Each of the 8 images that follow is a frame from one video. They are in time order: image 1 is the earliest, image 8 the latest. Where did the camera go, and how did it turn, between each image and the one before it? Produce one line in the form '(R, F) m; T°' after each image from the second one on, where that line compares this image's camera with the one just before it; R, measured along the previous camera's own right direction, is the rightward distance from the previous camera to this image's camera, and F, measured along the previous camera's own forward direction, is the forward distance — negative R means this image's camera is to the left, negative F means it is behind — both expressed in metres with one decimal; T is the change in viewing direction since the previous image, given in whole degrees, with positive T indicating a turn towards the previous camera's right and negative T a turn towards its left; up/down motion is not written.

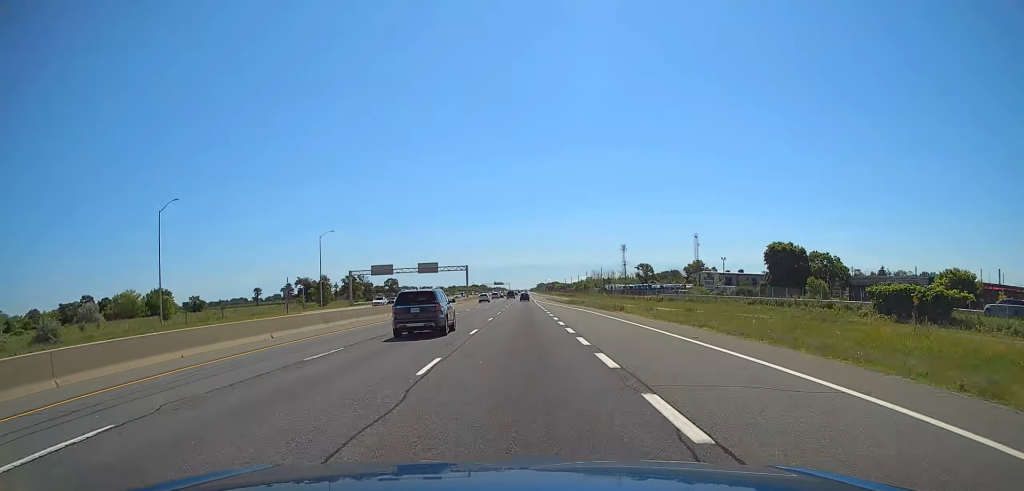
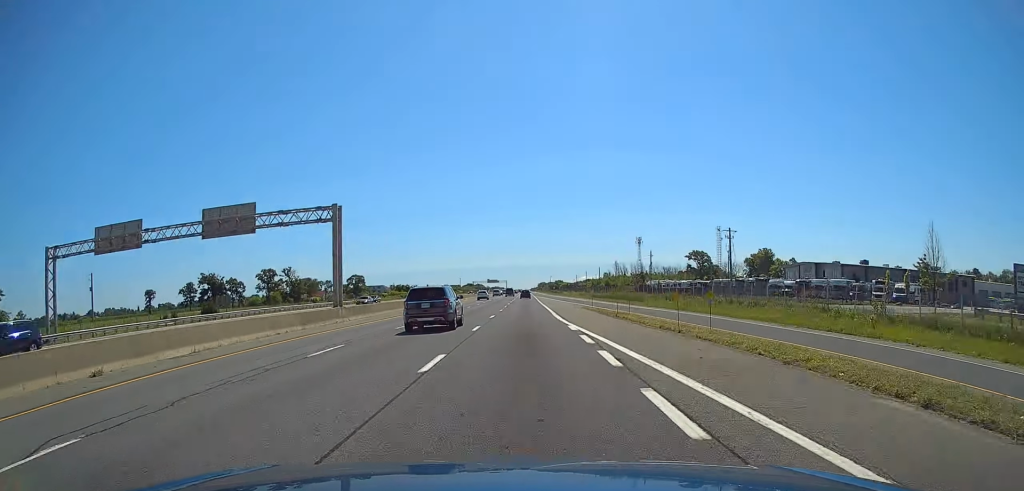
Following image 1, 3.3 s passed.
(-0.2, +108.6) m; 0°
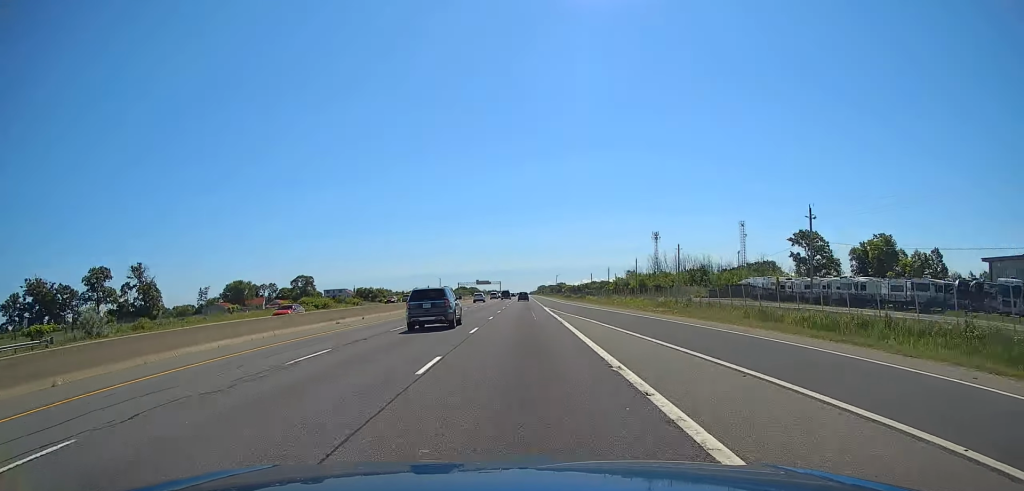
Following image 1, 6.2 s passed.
(0.0, +96.5) m; 0°
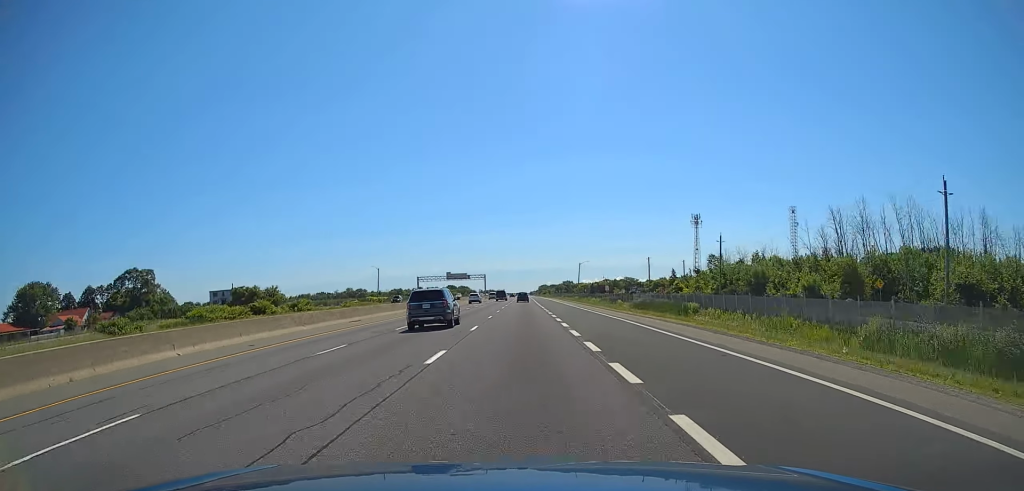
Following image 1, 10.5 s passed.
(0.0, +142.8) m; 0°
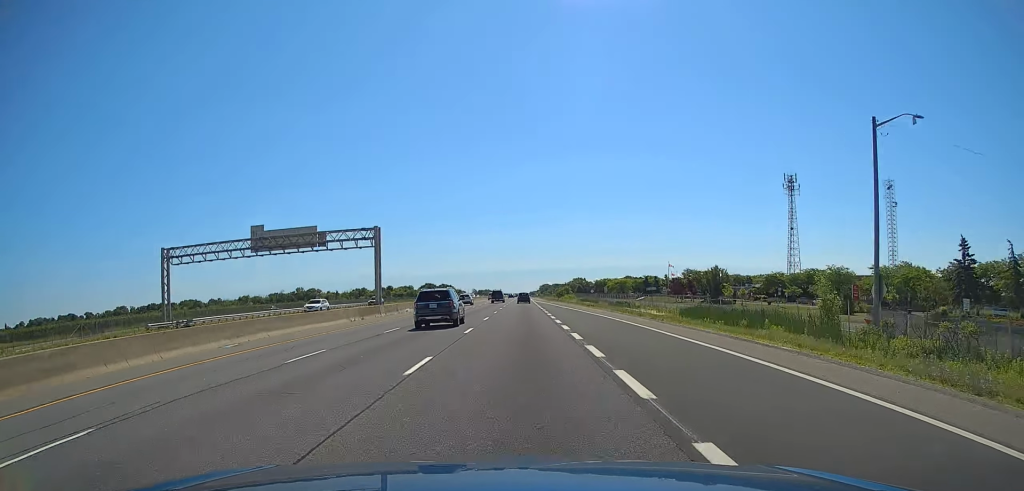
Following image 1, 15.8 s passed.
(-0.1, +171.5) m; 0°
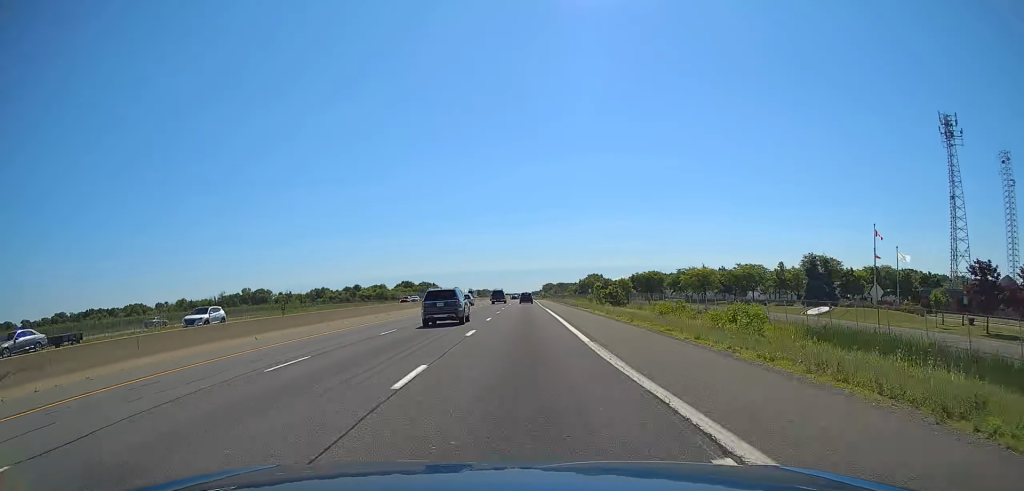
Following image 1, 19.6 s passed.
(-0.1, +124.5) m; 0°
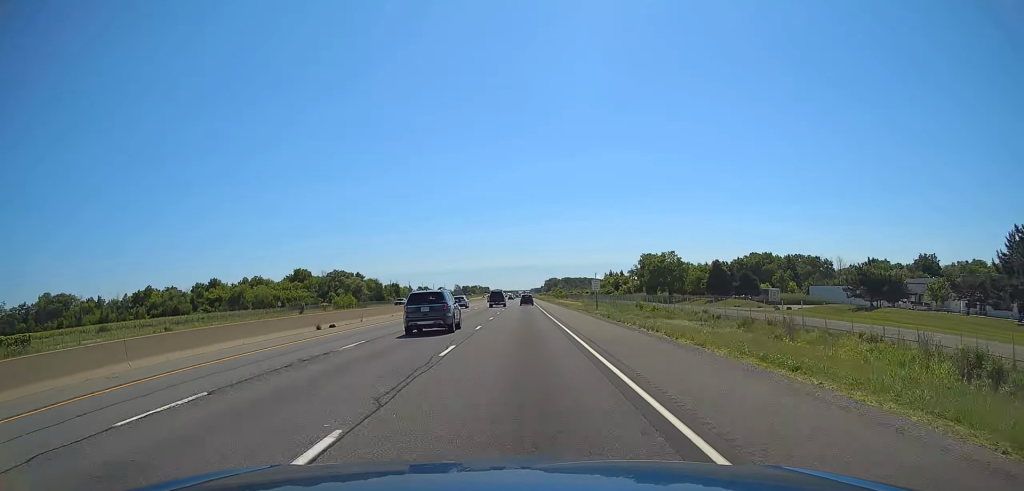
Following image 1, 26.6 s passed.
(+0.6, +226.1) m; 0°
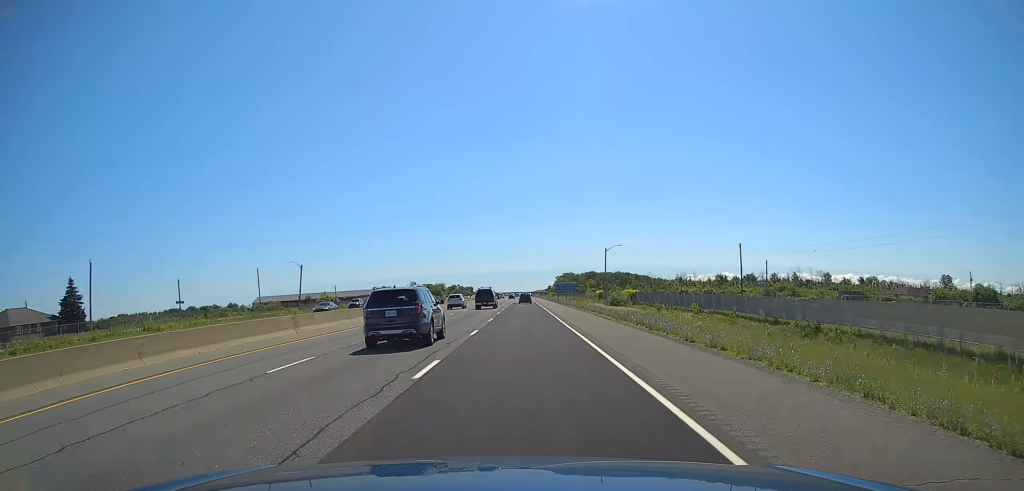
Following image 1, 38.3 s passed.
(-0.3, +382.1) m; 0°
